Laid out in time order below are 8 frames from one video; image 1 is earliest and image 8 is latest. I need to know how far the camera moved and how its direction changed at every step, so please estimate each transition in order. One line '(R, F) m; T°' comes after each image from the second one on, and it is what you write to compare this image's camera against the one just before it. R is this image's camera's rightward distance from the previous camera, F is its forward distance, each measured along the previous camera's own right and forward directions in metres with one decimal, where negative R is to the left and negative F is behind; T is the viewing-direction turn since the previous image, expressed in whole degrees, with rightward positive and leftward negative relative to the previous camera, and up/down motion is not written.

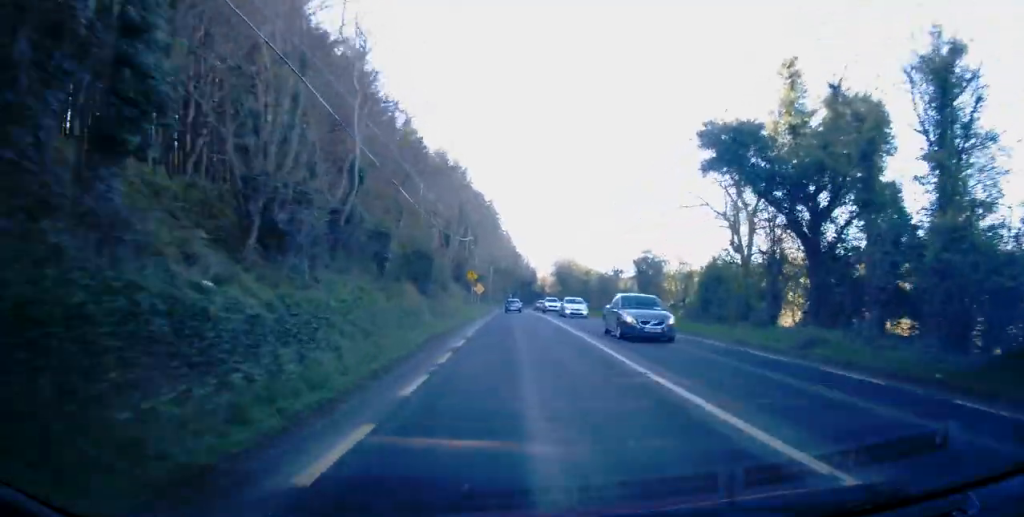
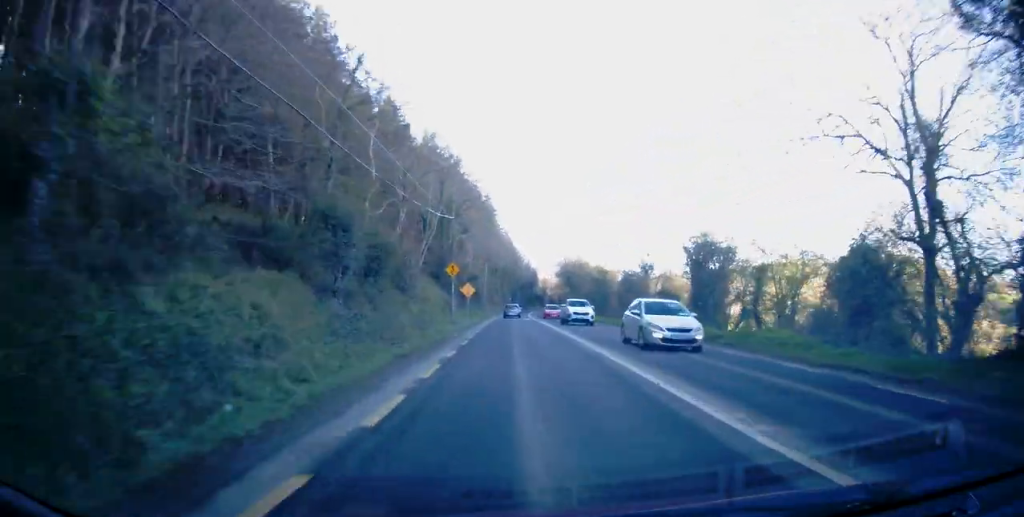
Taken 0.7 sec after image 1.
(0.0, +13.8) m; 0°
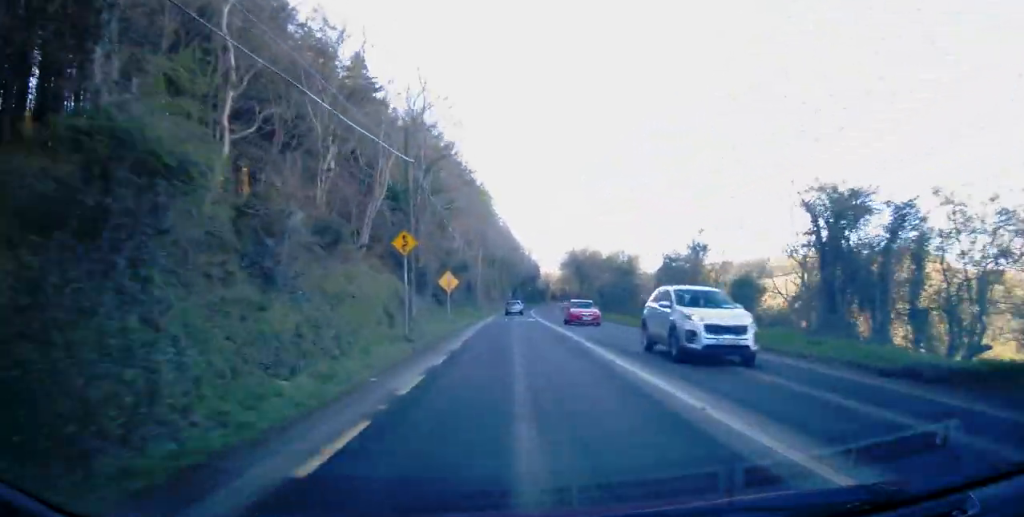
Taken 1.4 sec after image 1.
(0.0, +13.9) m; -1°
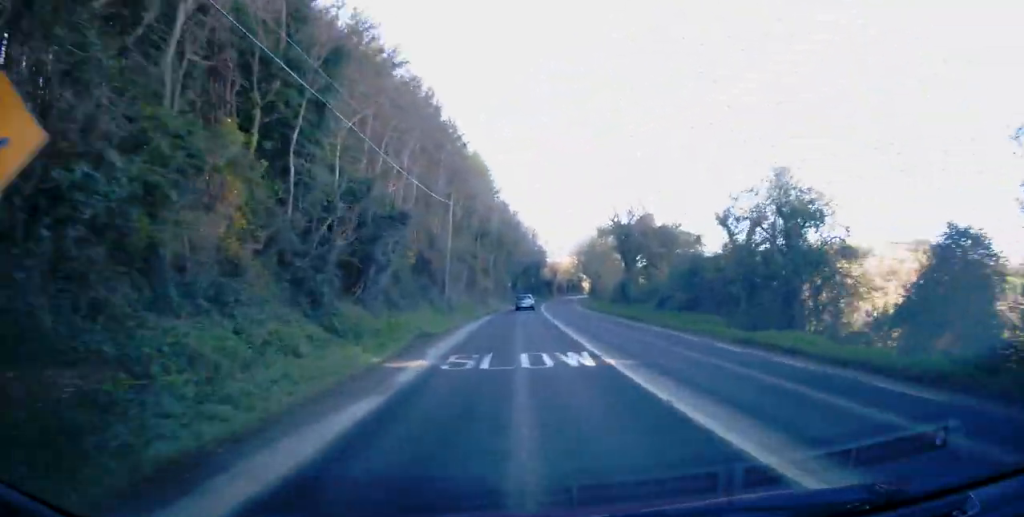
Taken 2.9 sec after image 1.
(-0.4, +30.5) m; -1°
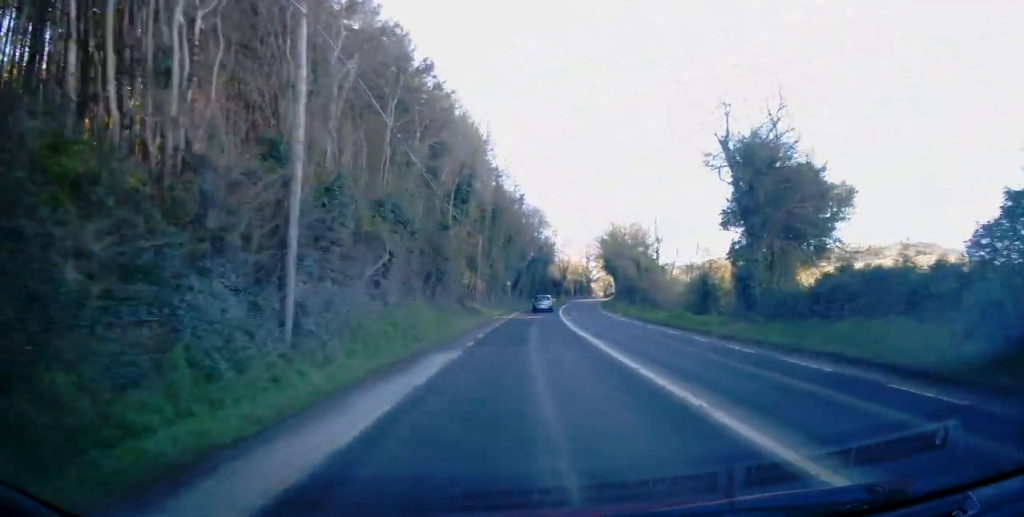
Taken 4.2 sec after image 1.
(+0.2, +24.6) m; +1°
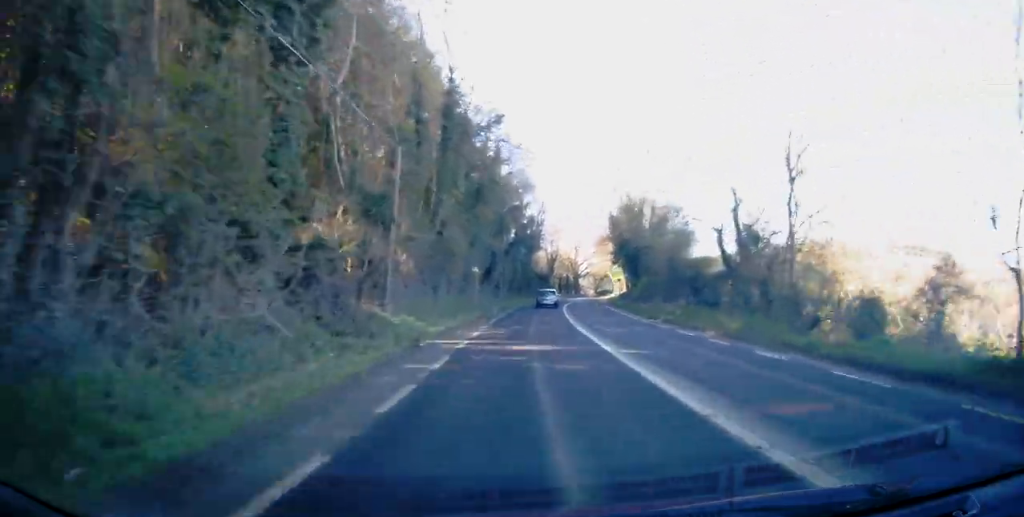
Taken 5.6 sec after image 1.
(+0.3, +26.4) m; +1°
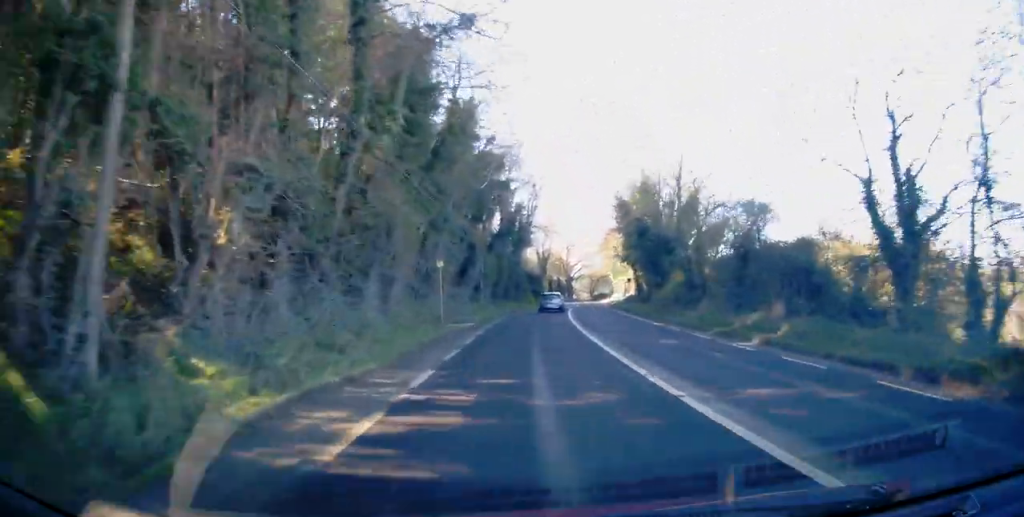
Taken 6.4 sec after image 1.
(0.0, +14.1) m; +1°
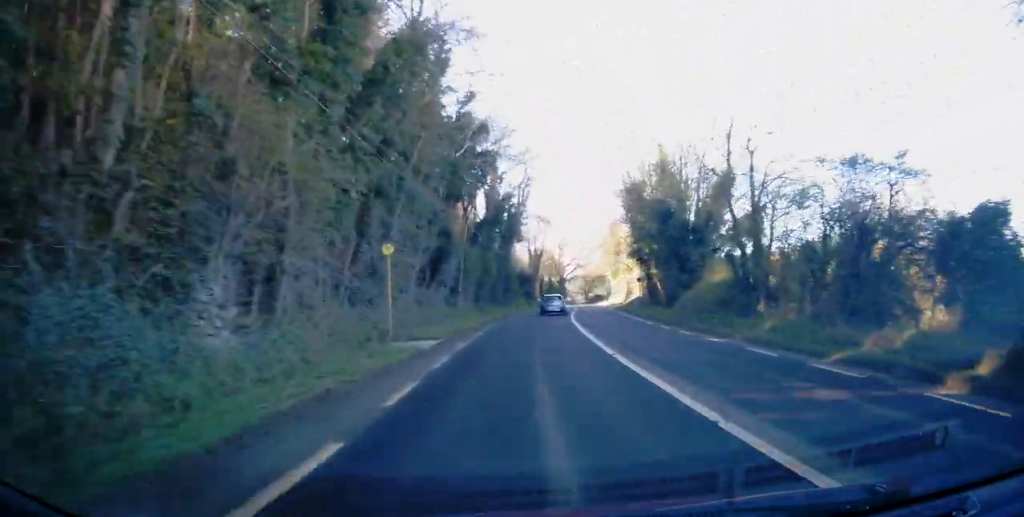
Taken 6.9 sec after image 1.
(0.0, +9.7) m; +1°
